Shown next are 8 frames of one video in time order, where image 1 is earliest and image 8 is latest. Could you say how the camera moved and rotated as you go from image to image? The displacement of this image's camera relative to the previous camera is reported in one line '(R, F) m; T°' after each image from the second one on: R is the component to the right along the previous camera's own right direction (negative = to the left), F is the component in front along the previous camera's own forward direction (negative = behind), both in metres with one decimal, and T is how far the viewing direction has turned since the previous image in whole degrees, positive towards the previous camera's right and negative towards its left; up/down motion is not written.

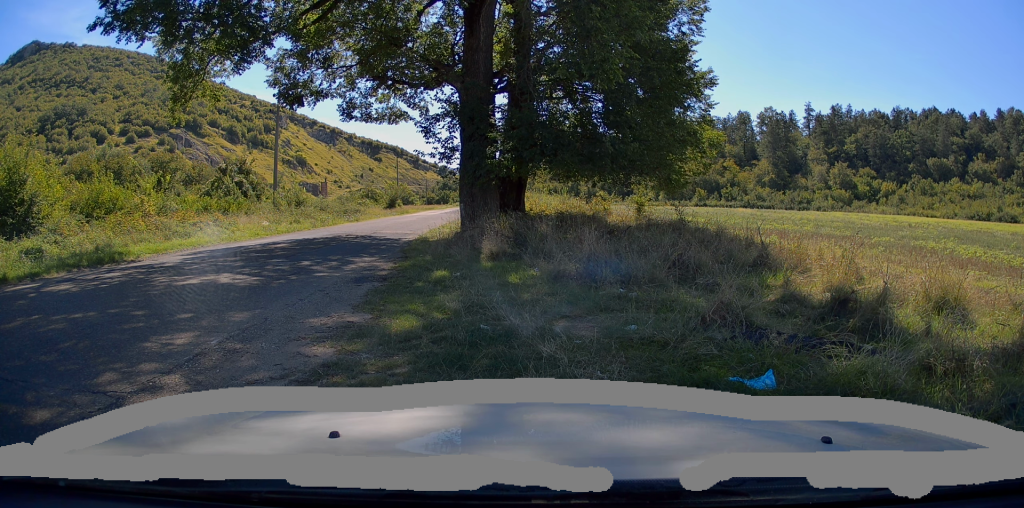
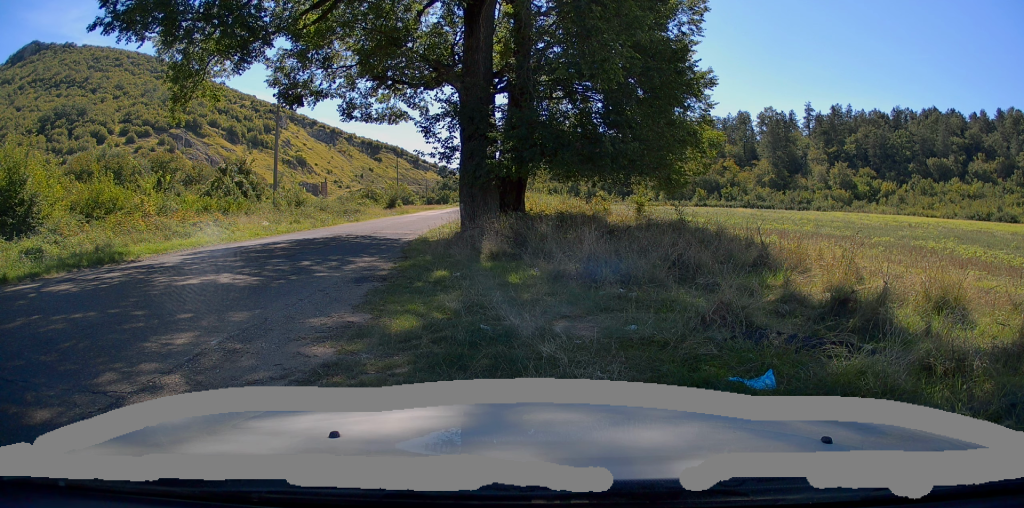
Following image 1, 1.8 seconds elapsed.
(0.0, 0.0) m; 0°
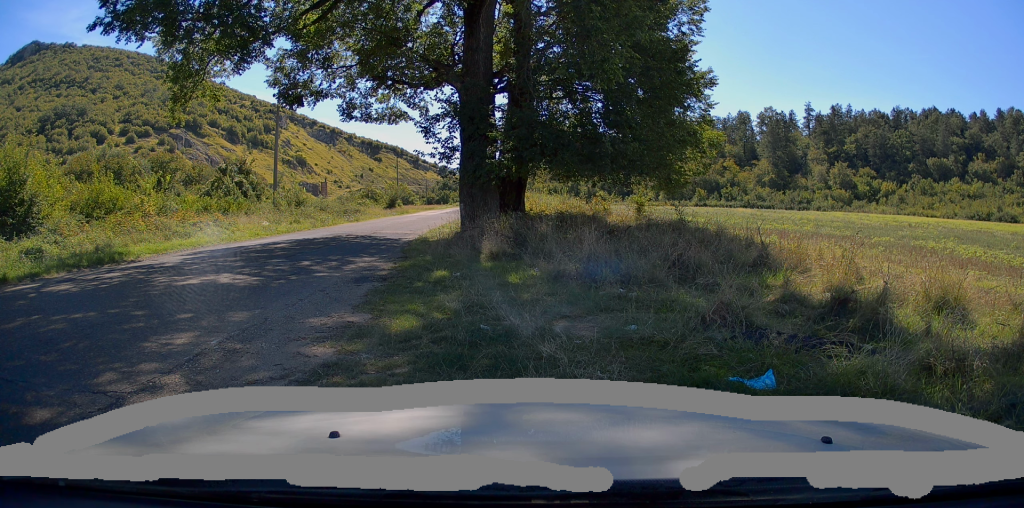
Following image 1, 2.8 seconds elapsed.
(0.0, 0.0) m; 0°
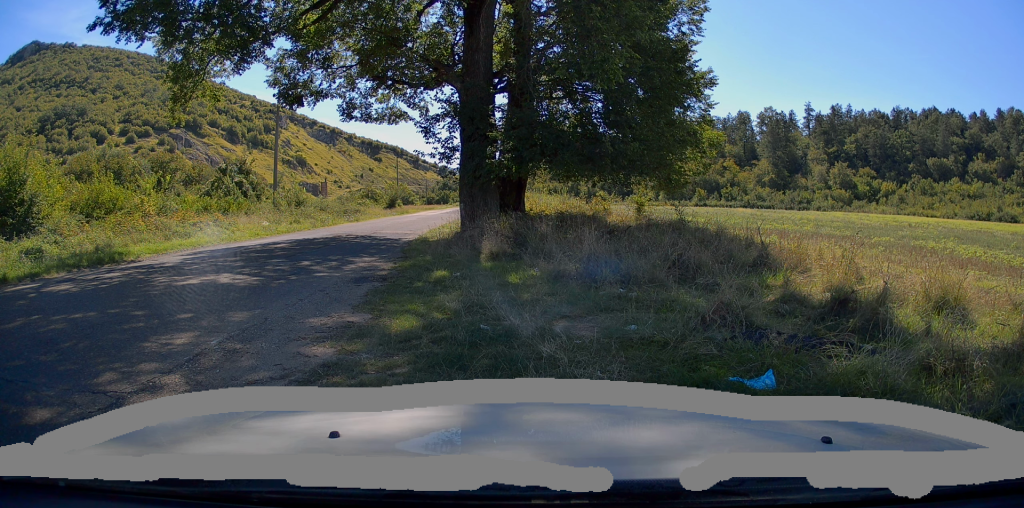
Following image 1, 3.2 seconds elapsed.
(0.0, 0.0) m; 0°
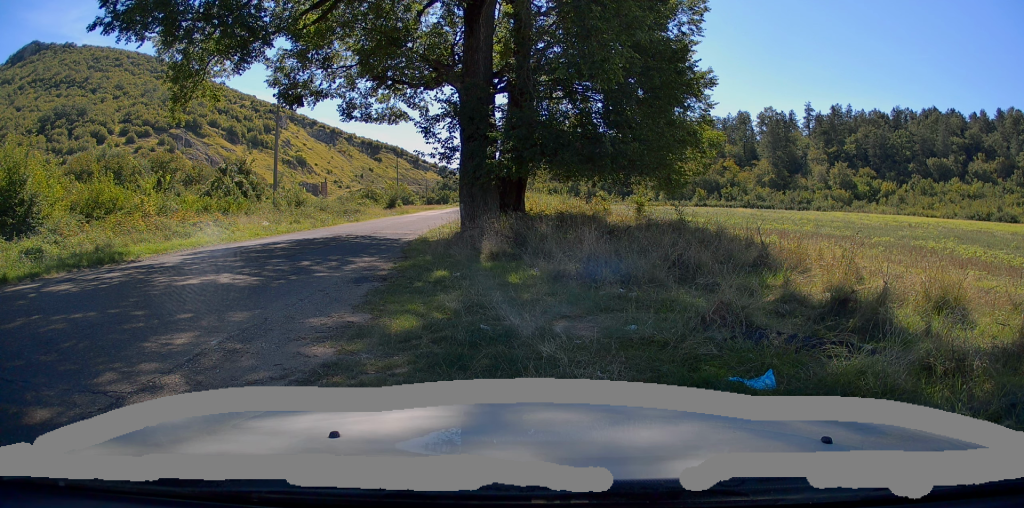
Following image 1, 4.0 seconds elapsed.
(0.0, 0.0) m; 0°
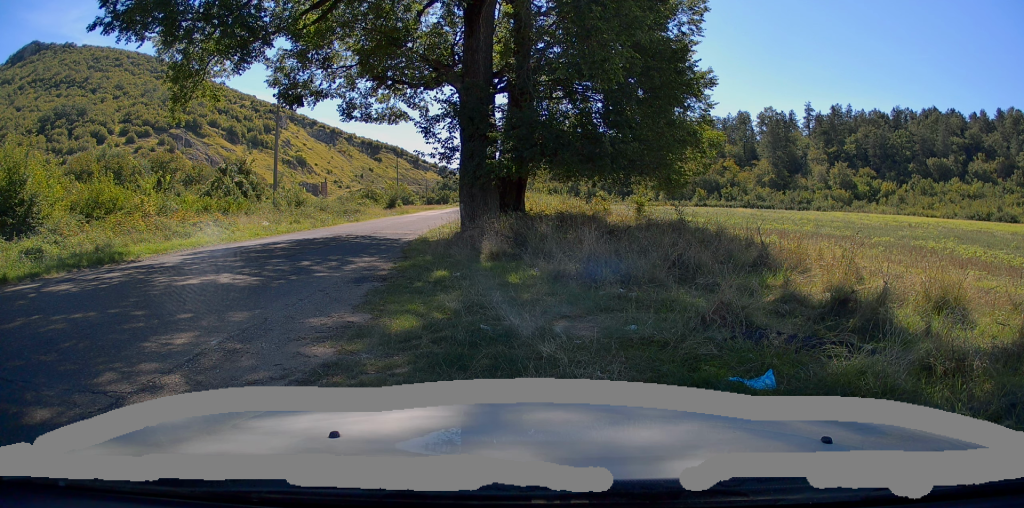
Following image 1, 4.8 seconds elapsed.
(0.0, 0.0) m; 0°
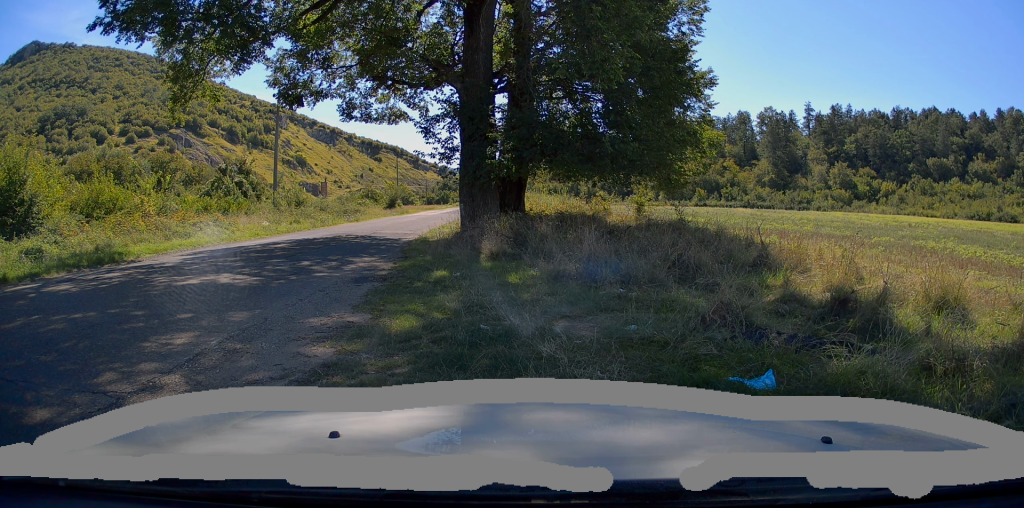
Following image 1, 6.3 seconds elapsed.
(0.0, 0.0) m; 0°
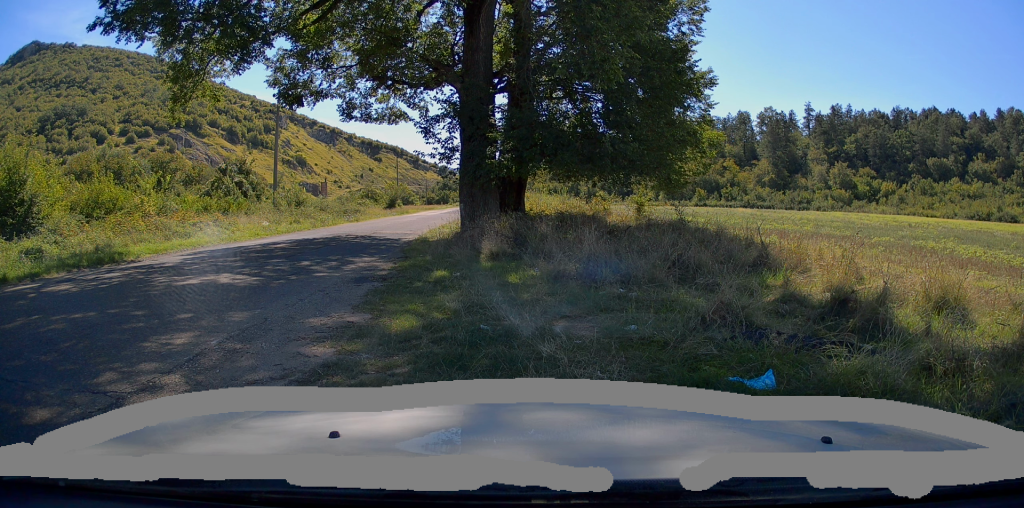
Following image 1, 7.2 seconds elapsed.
(0.0, 0.0) m; 0°
